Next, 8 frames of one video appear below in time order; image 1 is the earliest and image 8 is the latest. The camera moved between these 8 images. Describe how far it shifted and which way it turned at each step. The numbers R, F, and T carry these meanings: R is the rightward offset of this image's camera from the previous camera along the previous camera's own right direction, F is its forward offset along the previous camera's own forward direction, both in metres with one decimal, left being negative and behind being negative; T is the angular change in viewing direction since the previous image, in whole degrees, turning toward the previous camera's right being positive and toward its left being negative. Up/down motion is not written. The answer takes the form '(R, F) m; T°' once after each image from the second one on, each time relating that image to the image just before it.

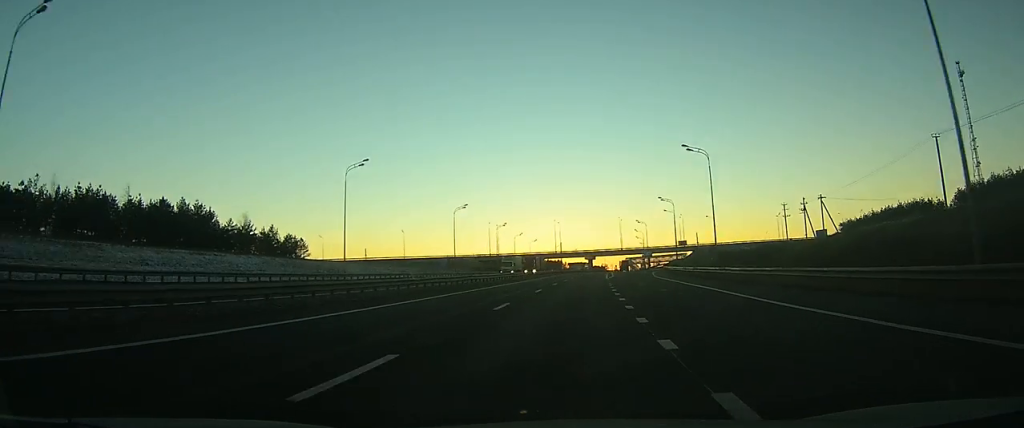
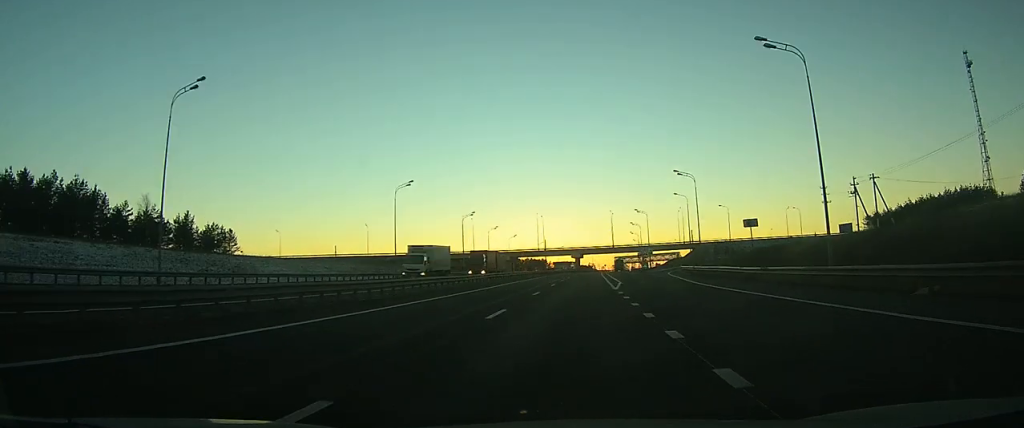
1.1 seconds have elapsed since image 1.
(+0.3, +26.7) m; +1°
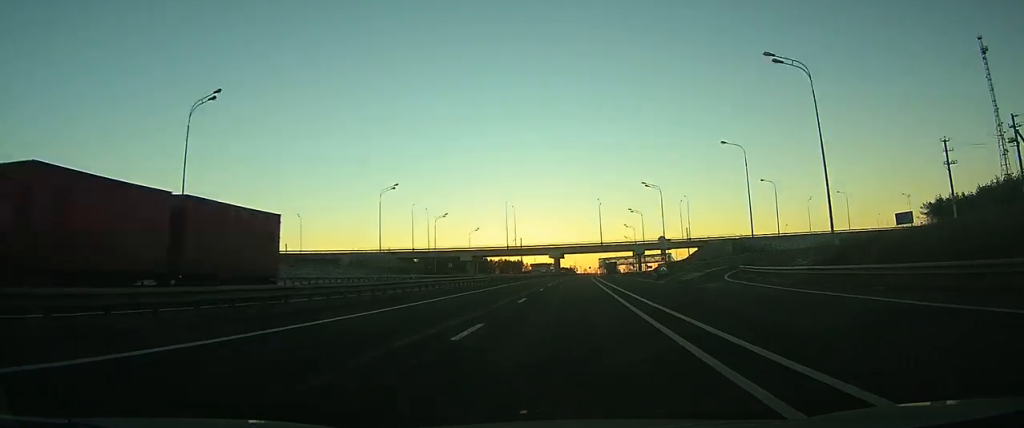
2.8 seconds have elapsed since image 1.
(+0.5, +38.3) m; +1°
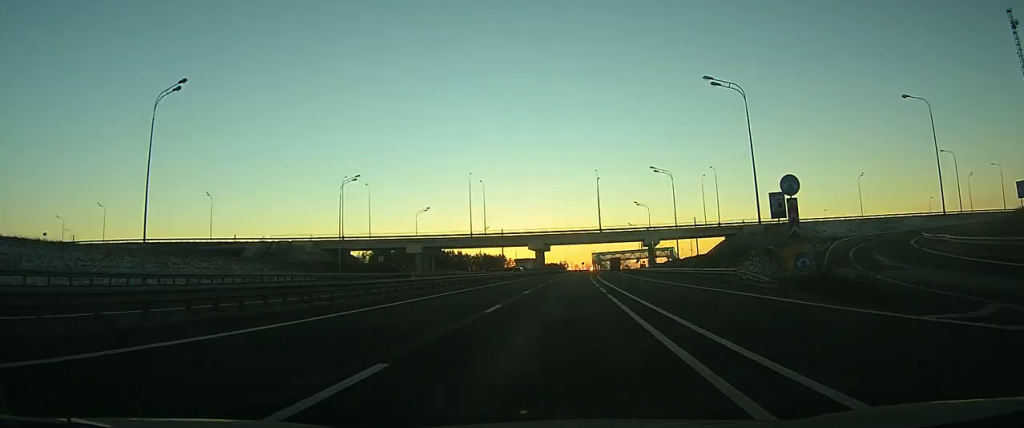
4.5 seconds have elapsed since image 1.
(+0.4, +39.9) m; +1°
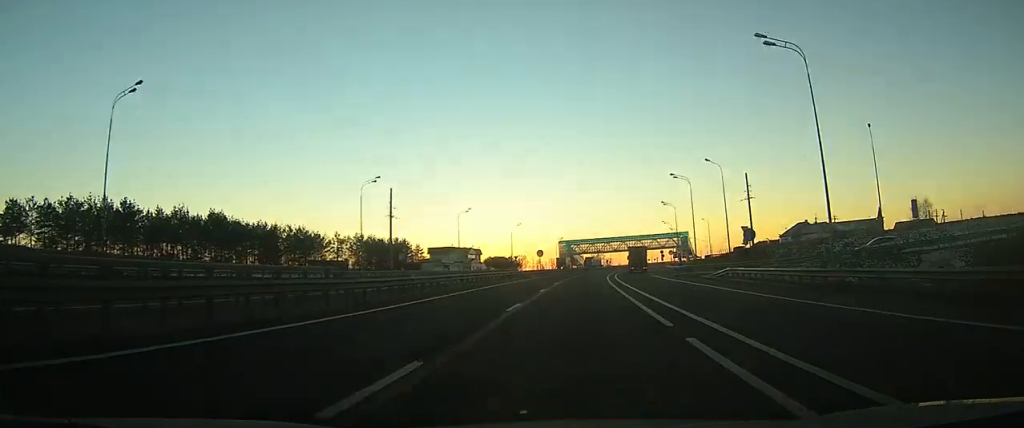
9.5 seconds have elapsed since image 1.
(+3.3, +123.2) m; +4°
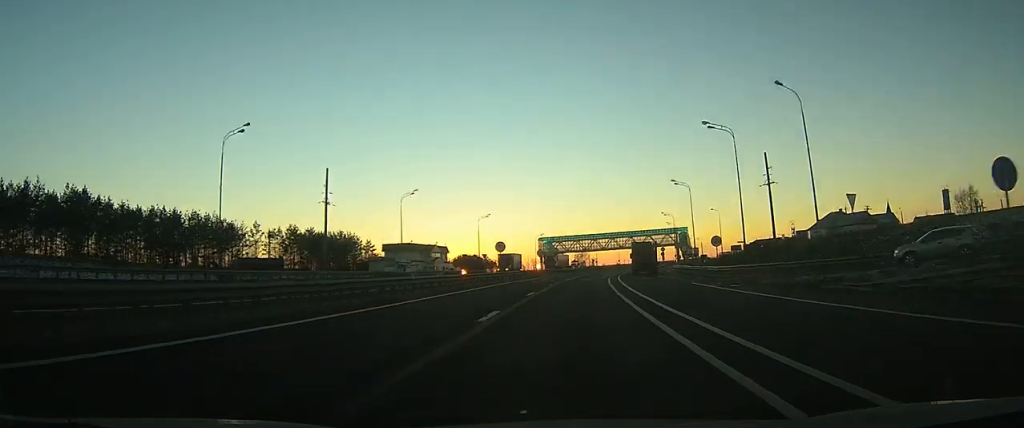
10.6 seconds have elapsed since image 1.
(+0.2, +27.3) m; +2°
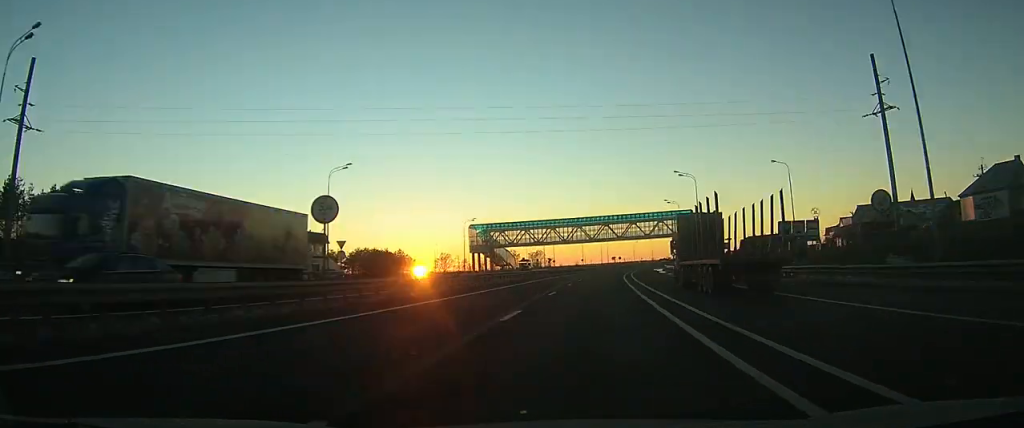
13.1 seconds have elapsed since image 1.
(+2.2, +55.1) m; +4°
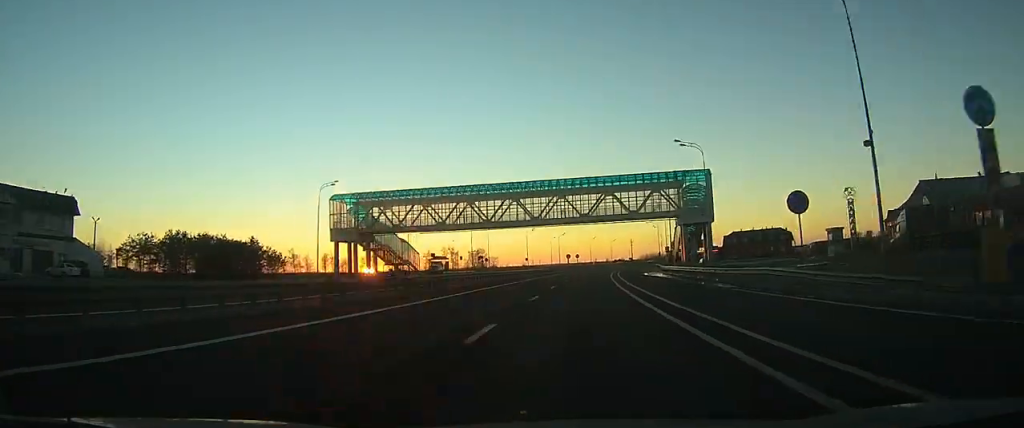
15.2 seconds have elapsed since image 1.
(+1.6, +45.6) m; +4°
